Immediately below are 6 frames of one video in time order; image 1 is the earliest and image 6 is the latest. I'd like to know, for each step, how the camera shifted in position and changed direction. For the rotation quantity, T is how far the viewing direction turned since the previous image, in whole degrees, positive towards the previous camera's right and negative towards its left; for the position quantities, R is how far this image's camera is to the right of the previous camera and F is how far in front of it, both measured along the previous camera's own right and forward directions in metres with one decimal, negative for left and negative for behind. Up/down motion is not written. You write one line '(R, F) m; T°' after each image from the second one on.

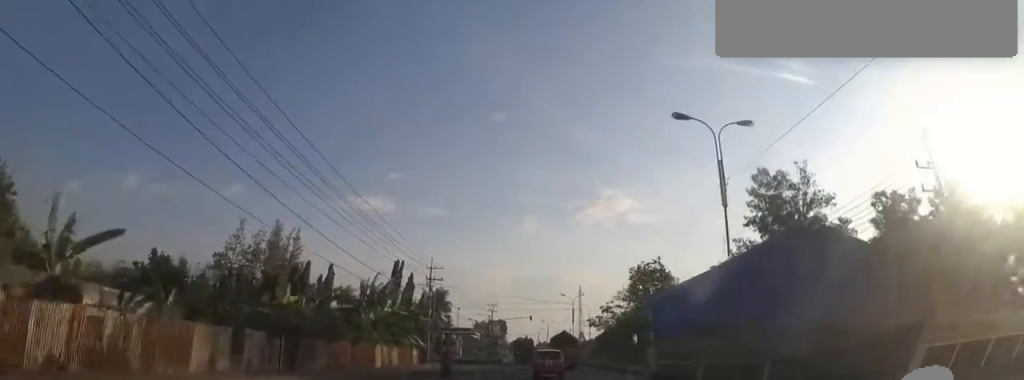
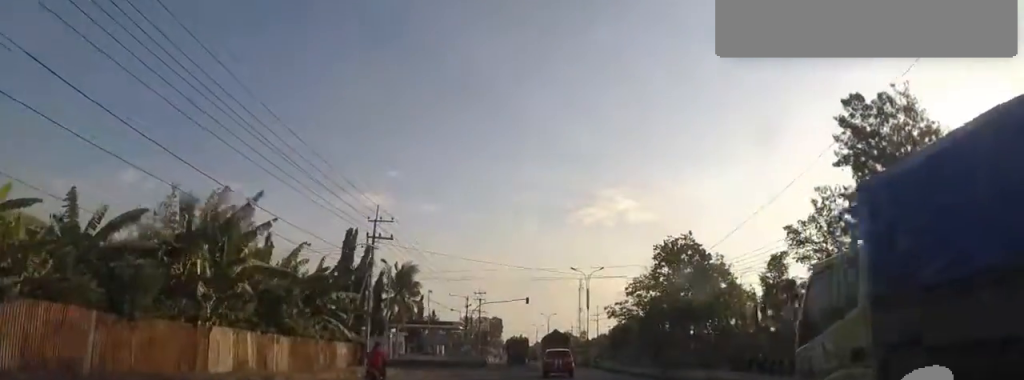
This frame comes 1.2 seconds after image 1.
(0.0, +19.0) m; 0°
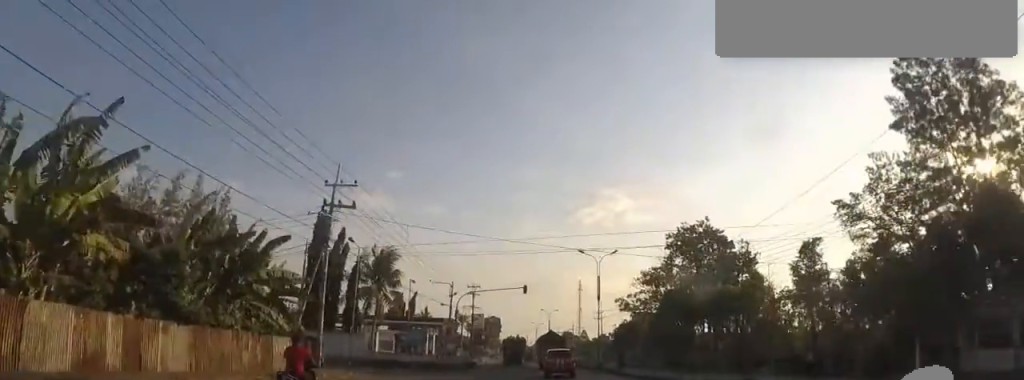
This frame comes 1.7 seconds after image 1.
(-0.1, +7.7) m; +2°
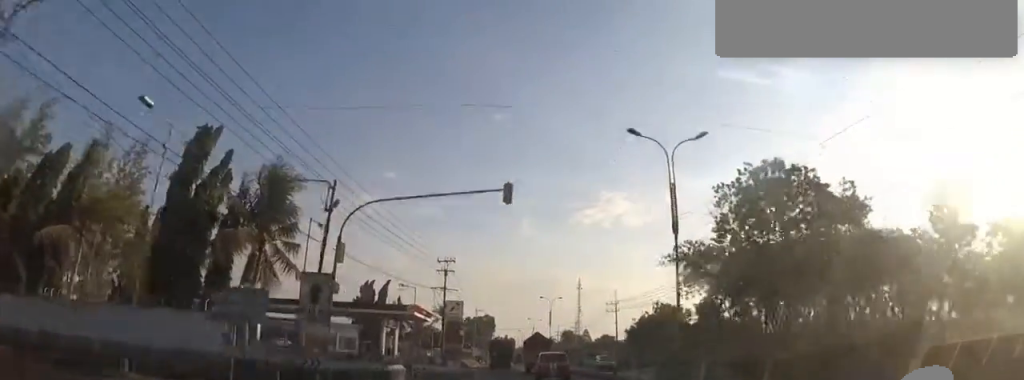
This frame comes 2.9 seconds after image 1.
(+1.0, +20.3) m; +2°
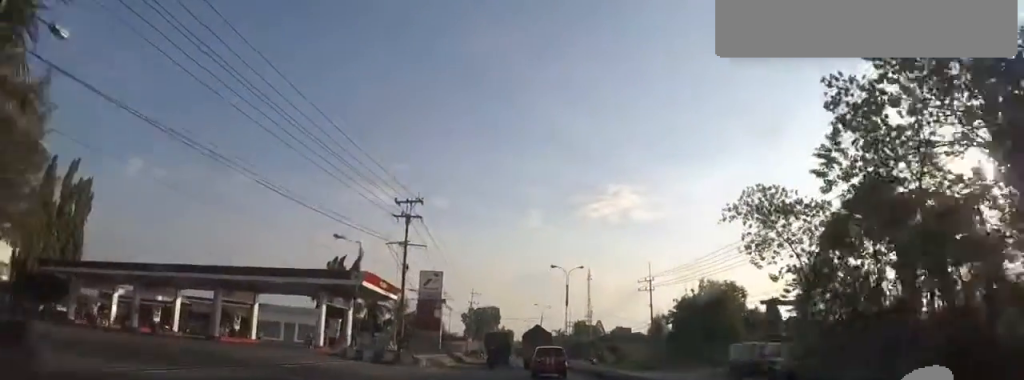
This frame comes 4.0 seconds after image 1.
(-0.9, +18.5) m; 0°
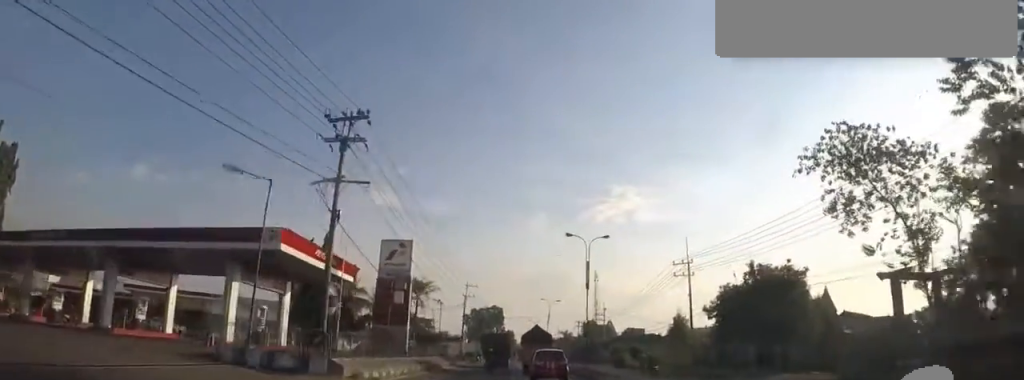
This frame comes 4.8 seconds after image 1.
(+0.8, +12.3) m; 0°
